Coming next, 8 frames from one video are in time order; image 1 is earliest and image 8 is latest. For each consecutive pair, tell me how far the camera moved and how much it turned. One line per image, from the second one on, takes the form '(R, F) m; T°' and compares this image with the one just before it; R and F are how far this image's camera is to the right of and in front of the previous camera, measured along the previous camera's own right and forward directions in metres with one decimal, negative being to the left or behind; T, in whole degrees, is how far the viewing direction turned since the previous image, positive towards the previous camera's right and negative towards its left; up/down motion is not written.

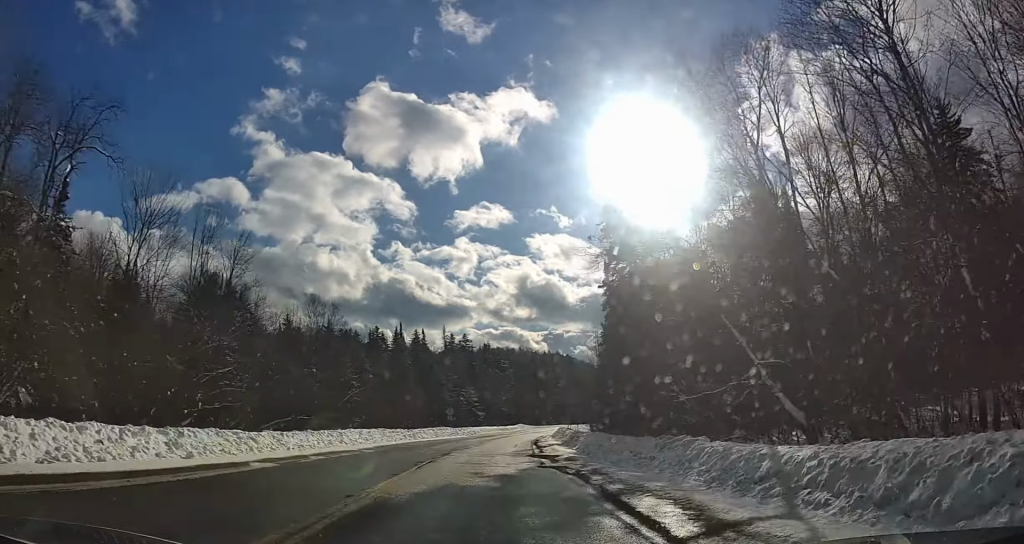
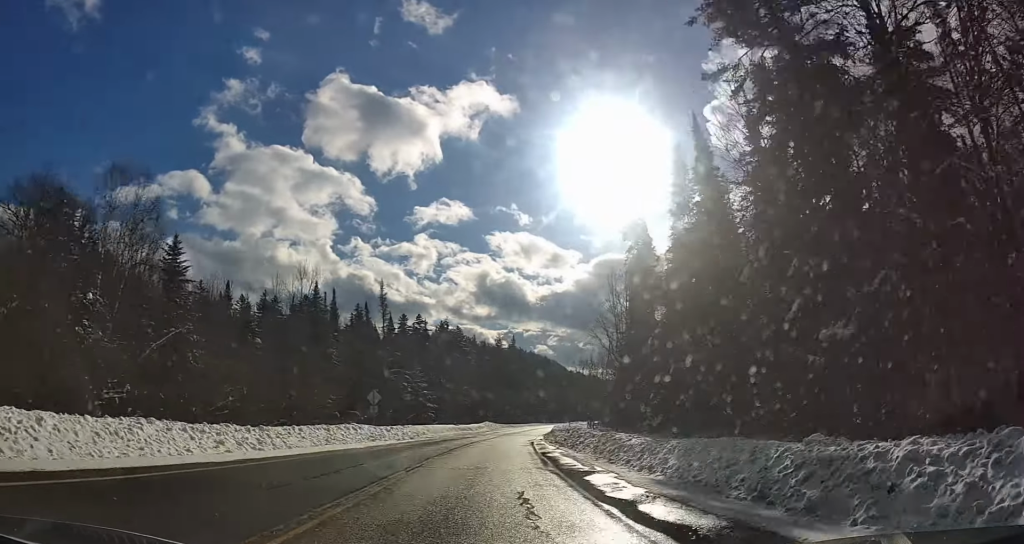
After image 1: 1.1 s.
(+0.4, +28.4) m; +3°
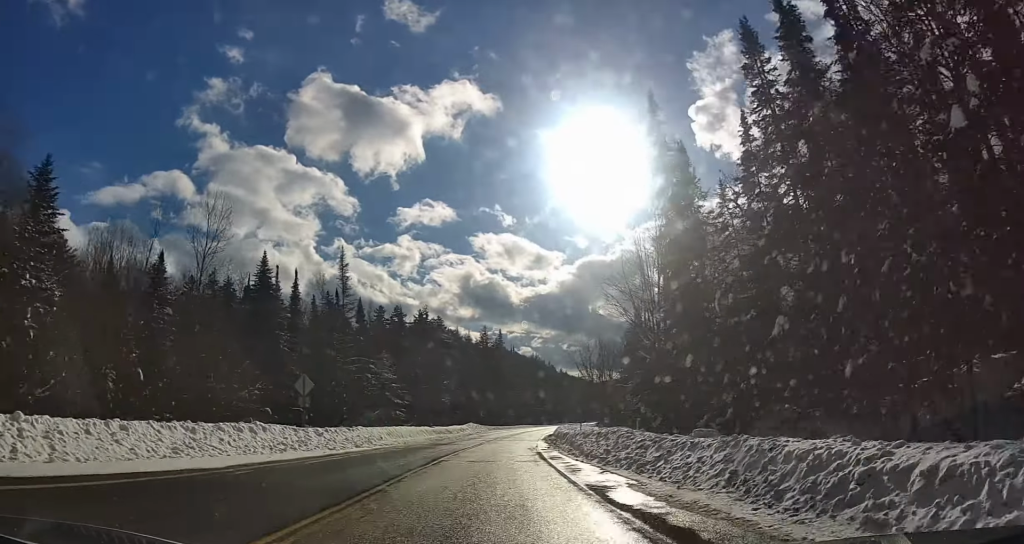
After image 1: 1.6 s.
(+0.3, +12.9) m; +1°
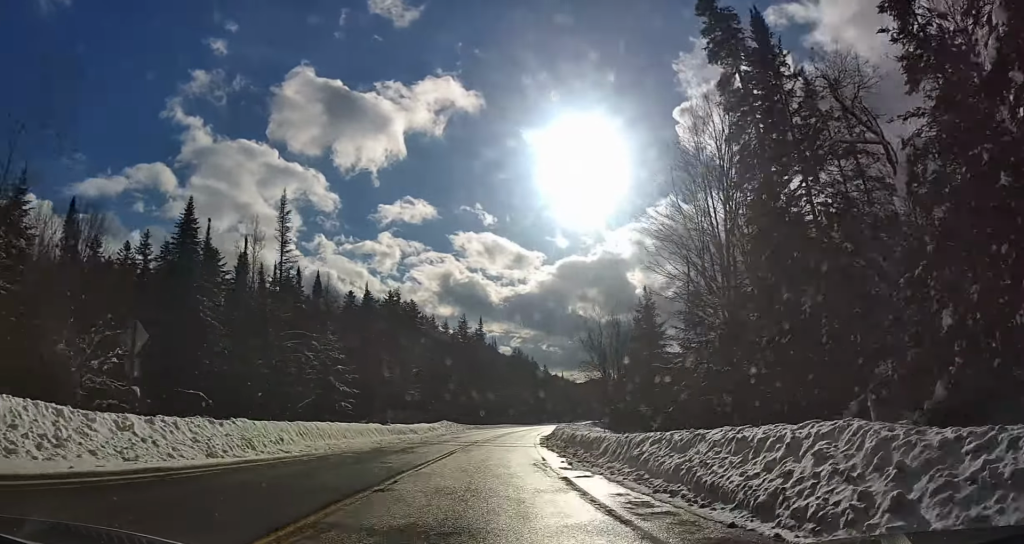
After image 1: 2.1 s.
(+0.3, +12.9) m; +1°
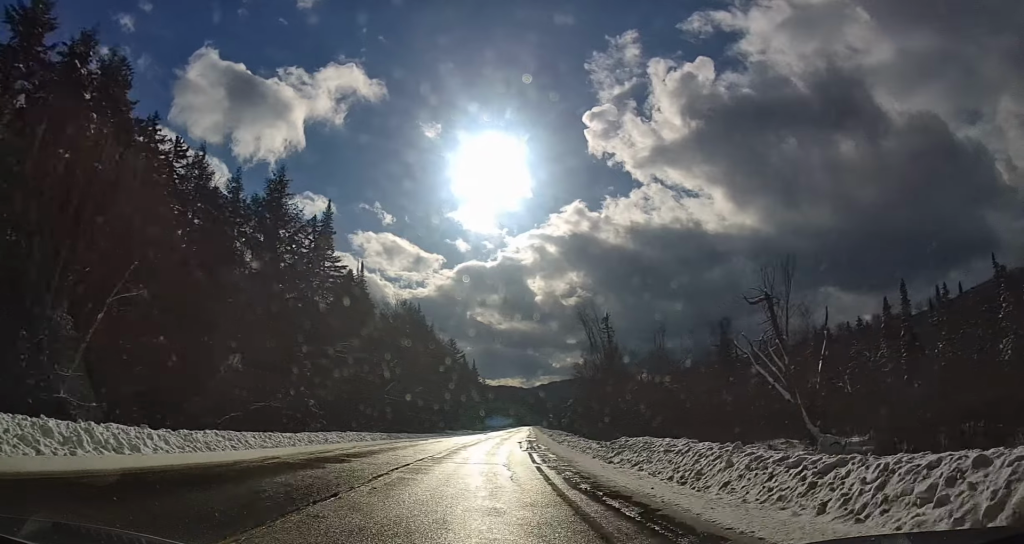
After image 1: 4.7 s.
(+2.2, +68.1) m; +7°
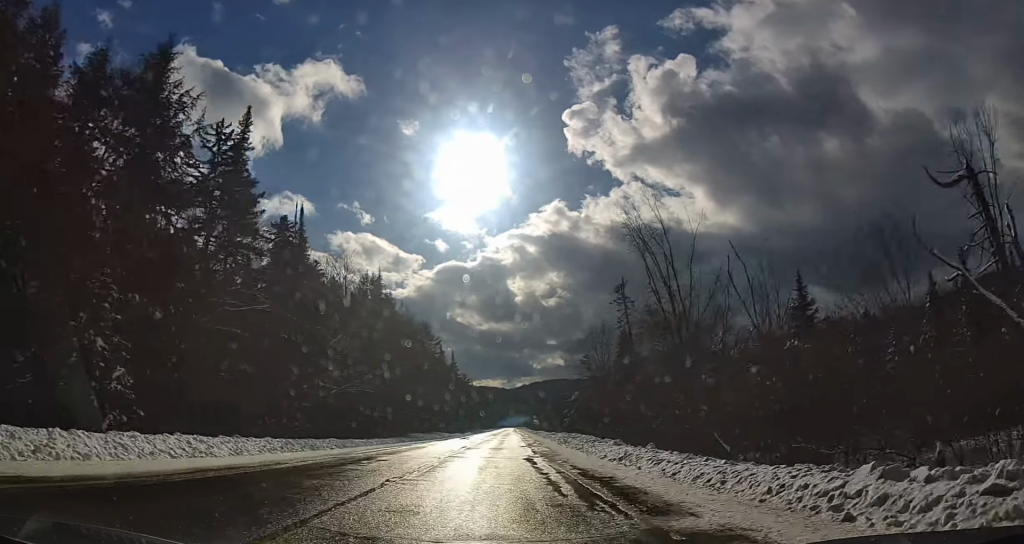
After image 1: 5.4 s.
(+0.8, +19.6) m; +4°
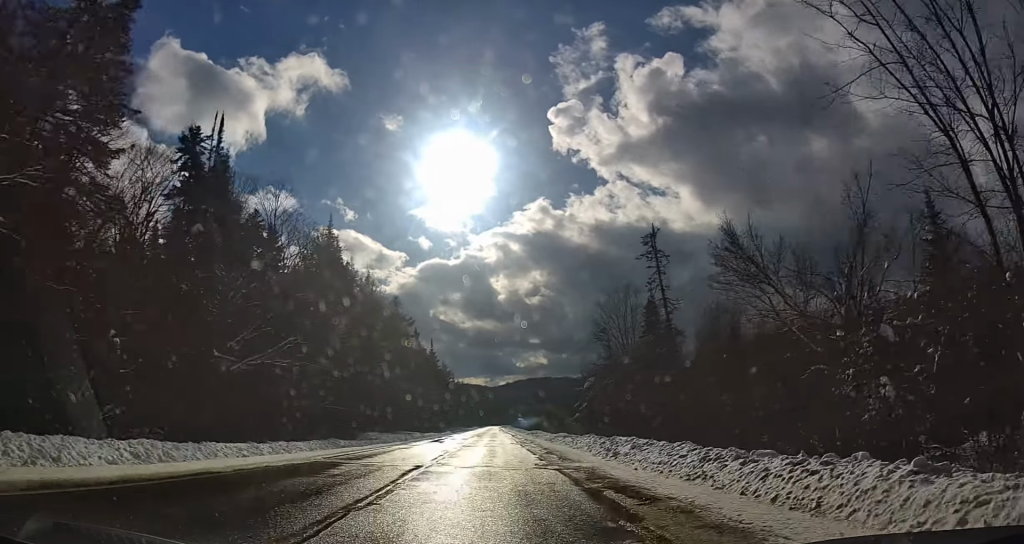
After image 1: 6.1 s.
(+0.3, +16.9) m; +2°
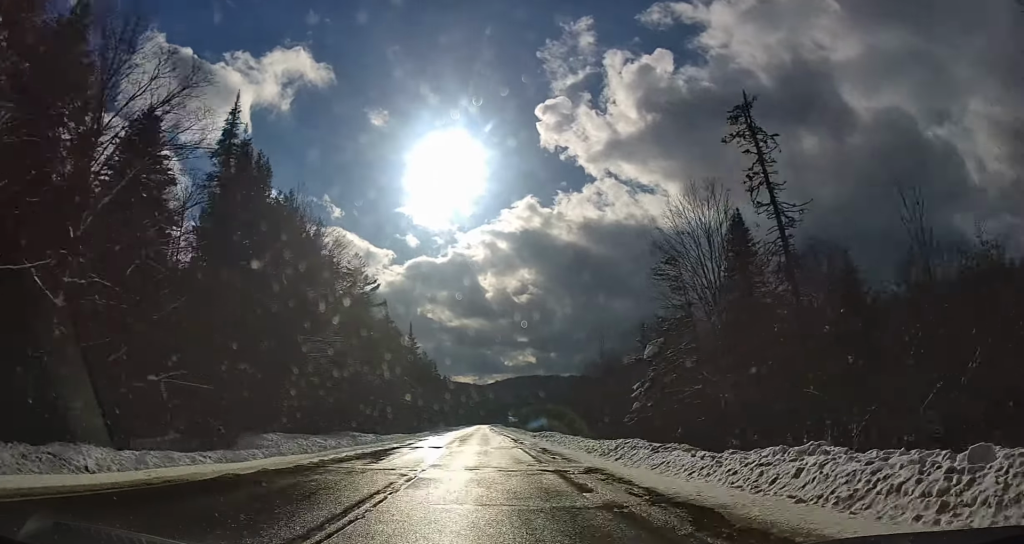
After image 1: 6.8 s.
(+0.6, +20.5) m; +2°
